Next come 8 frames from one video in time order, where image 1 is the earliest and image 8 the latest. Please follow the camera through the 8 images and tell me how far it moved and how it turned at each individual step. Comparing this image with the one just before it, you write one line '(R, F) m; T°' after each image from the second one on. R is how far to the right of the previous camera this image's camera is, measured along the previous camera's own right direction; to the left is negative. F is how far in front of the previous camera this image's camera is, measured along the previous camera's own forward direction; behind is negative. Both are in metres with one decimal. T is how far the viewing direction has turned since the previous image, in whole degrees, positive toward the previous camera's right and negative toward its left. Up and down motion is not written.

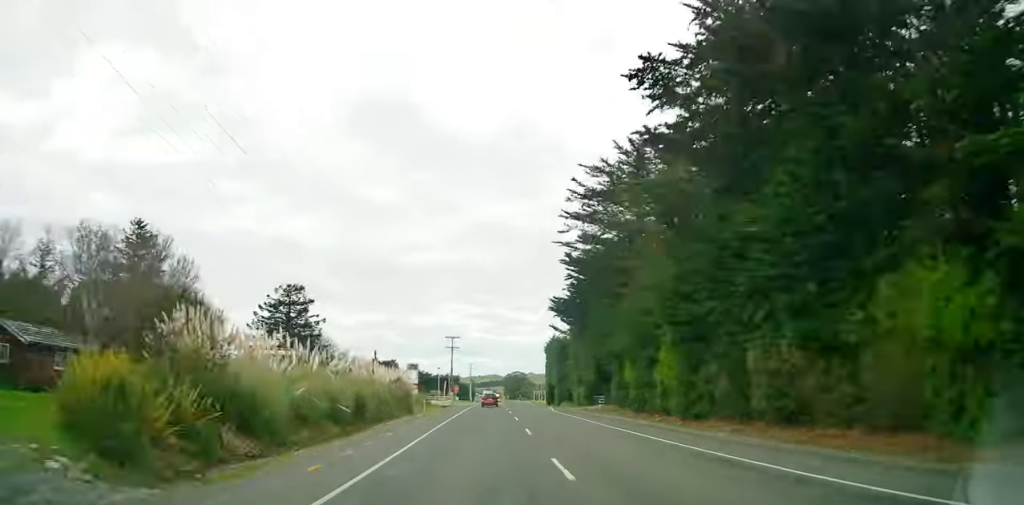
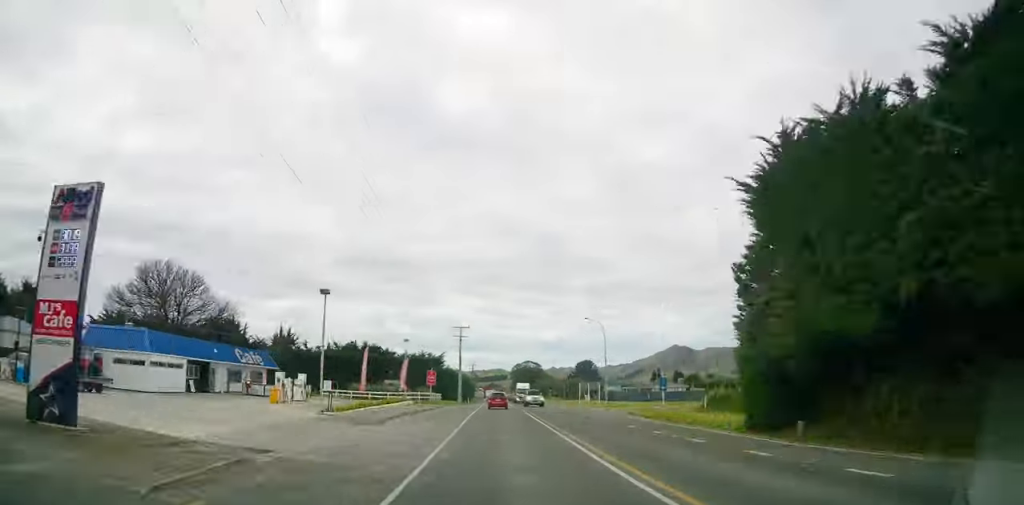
(-0.6, +73.2) m; 0°
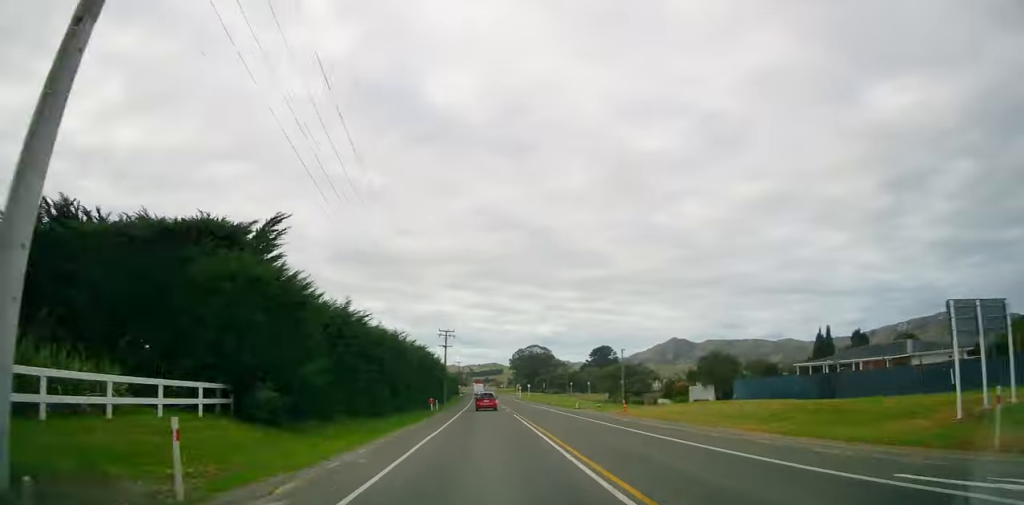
(+0.3, +73.0) m; -1°
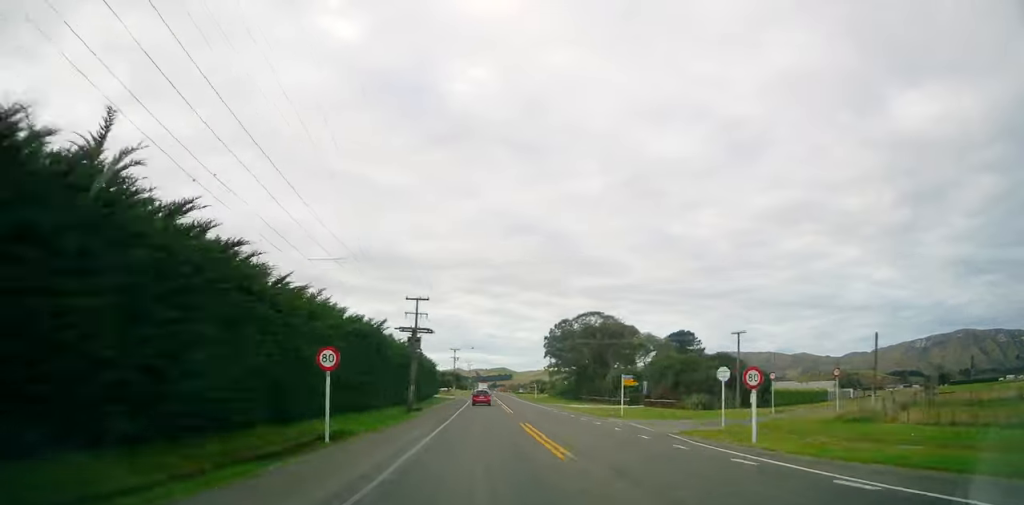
(-1.8, +109.2) m; -1°
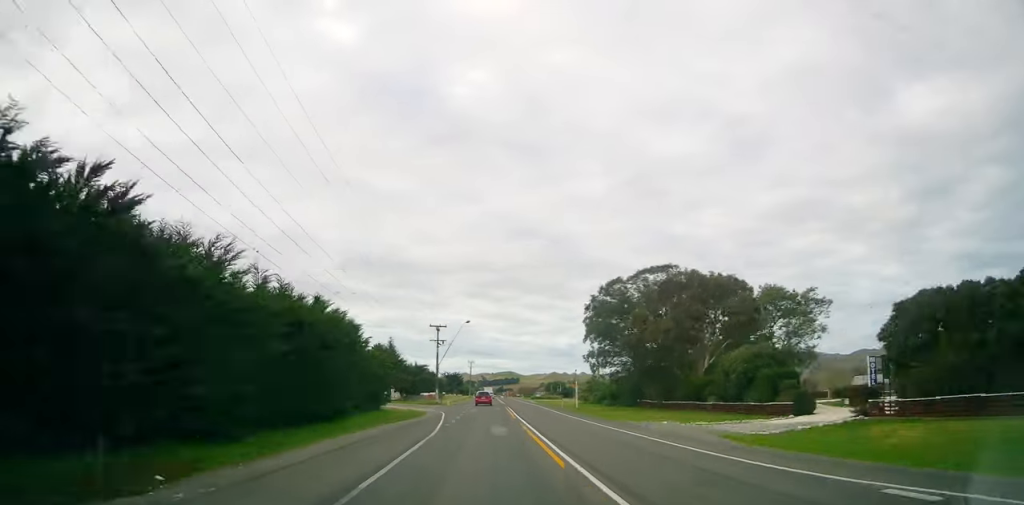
(+0.2, +45.4) m; 0°
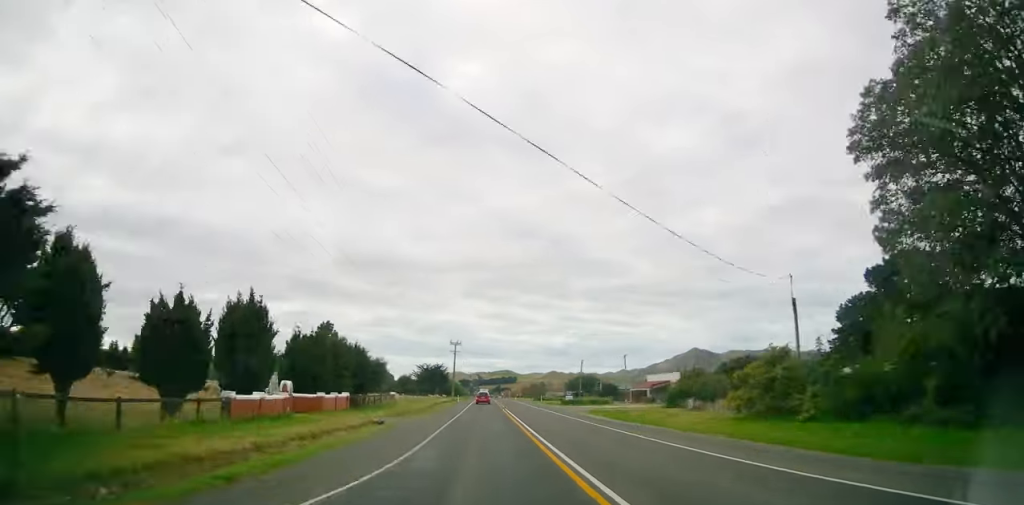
(+0.4, +64.9) m; 0°
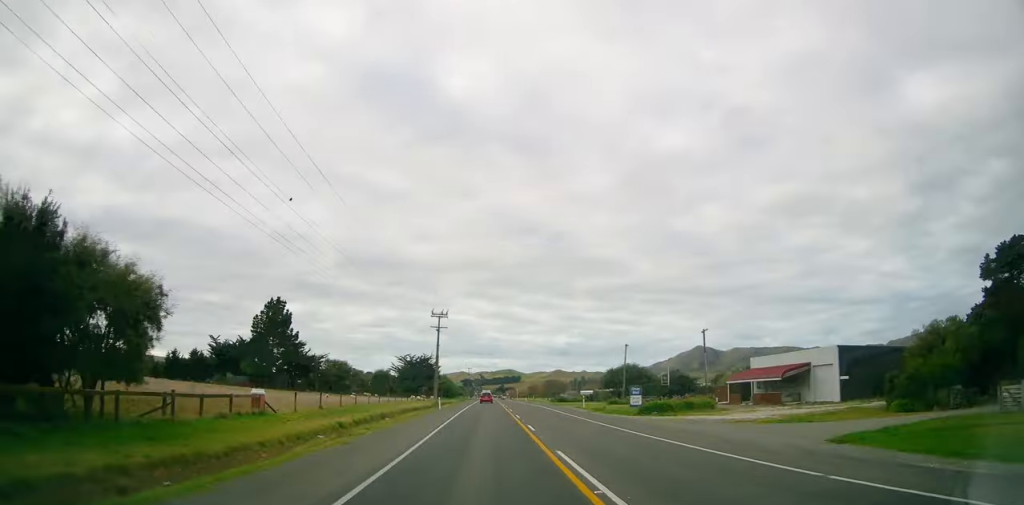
(-0.5, +39.0) m; 0°
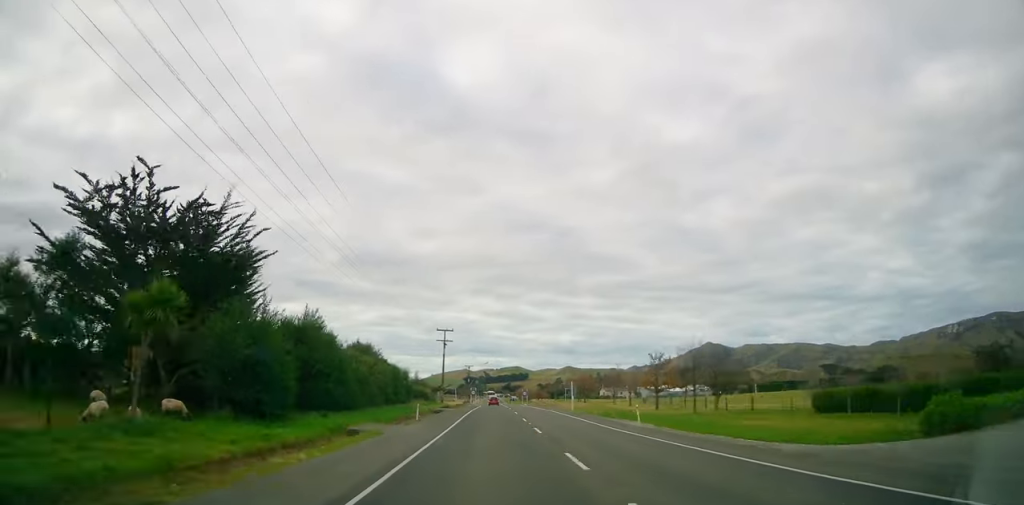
(-0.1, +104.3) m; 0°
